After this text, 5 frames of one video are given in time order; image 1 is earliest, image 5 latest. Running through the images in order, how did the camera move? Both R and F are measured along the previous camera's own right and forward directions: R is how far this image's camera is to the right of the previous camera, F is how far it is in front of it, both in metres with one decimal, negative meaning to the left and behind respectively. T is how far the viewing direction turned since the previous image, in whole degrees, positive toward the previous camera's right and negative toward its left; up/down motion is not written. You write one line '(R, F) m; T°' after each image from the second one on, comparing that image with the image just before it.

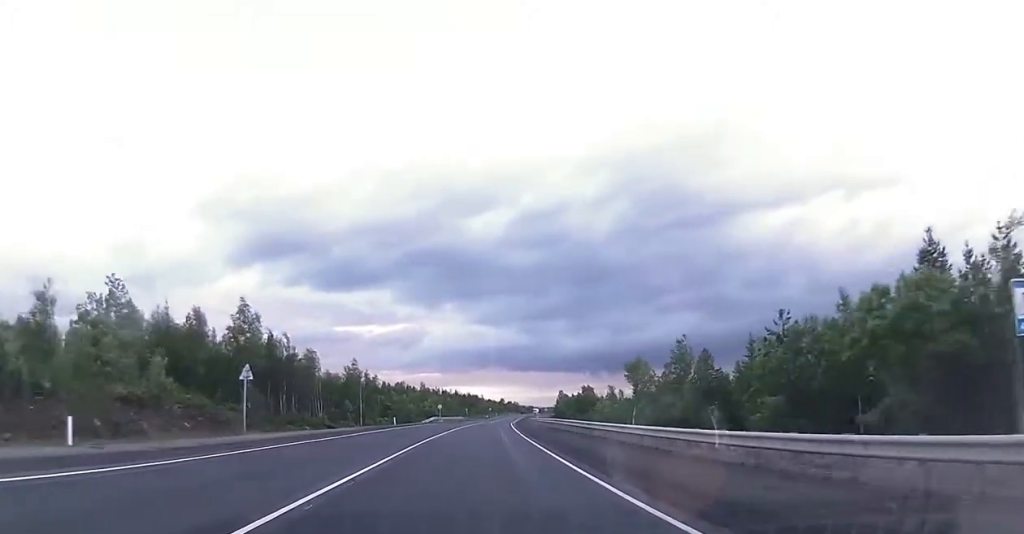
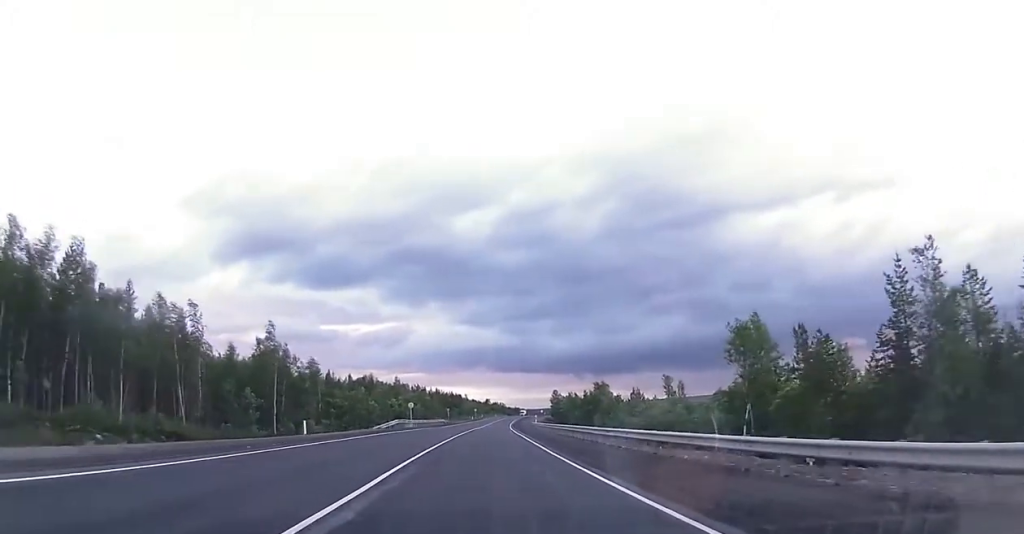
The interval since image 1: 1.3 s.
(+0.4, +31.0) m; +1°
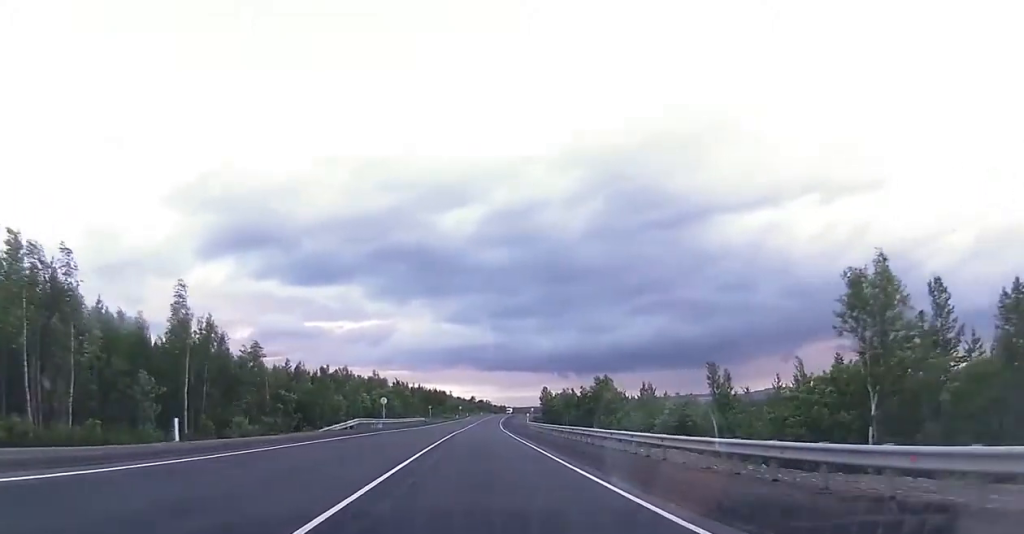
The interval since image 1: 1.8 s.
(0.0, +14.1) m; 0°
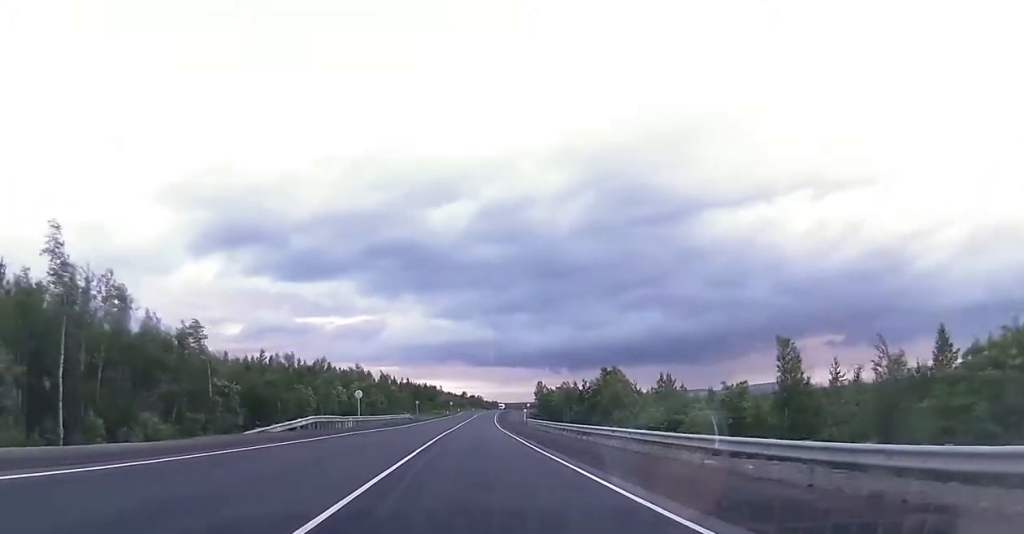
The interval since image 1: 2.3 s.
(0.0, +11.6) m; 0°
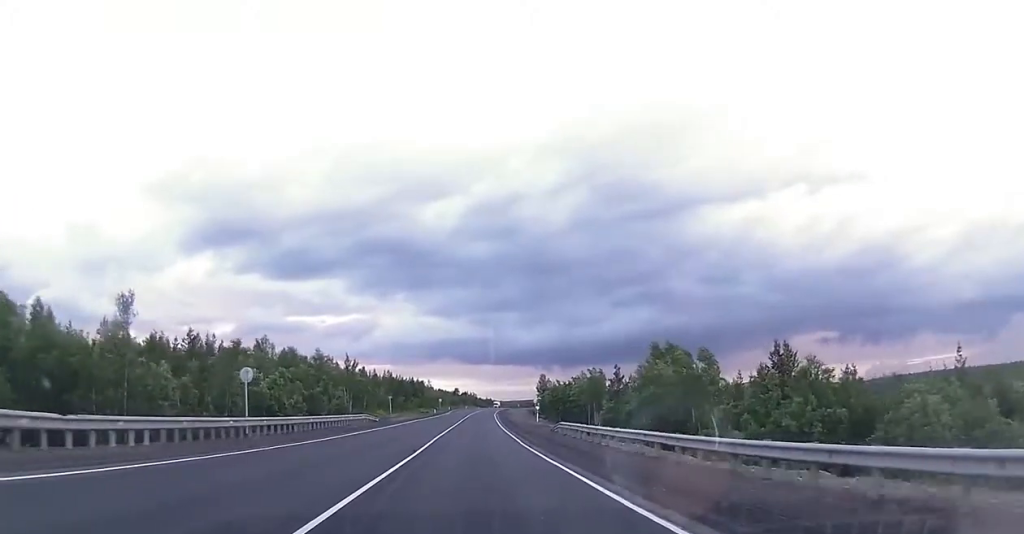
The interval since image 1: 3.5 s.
(0.0, +29.9) m; 0°
